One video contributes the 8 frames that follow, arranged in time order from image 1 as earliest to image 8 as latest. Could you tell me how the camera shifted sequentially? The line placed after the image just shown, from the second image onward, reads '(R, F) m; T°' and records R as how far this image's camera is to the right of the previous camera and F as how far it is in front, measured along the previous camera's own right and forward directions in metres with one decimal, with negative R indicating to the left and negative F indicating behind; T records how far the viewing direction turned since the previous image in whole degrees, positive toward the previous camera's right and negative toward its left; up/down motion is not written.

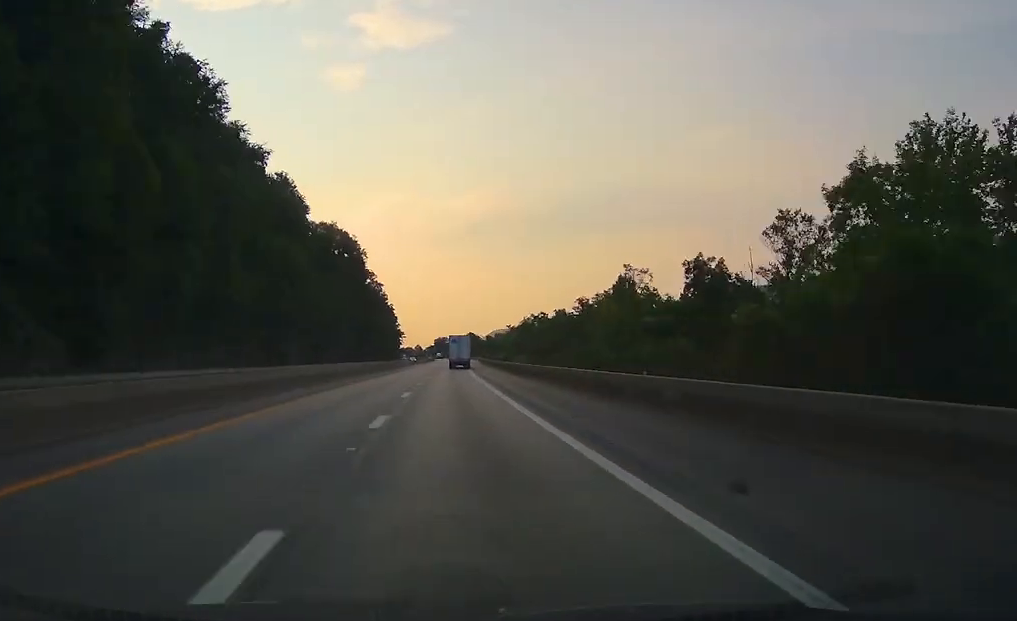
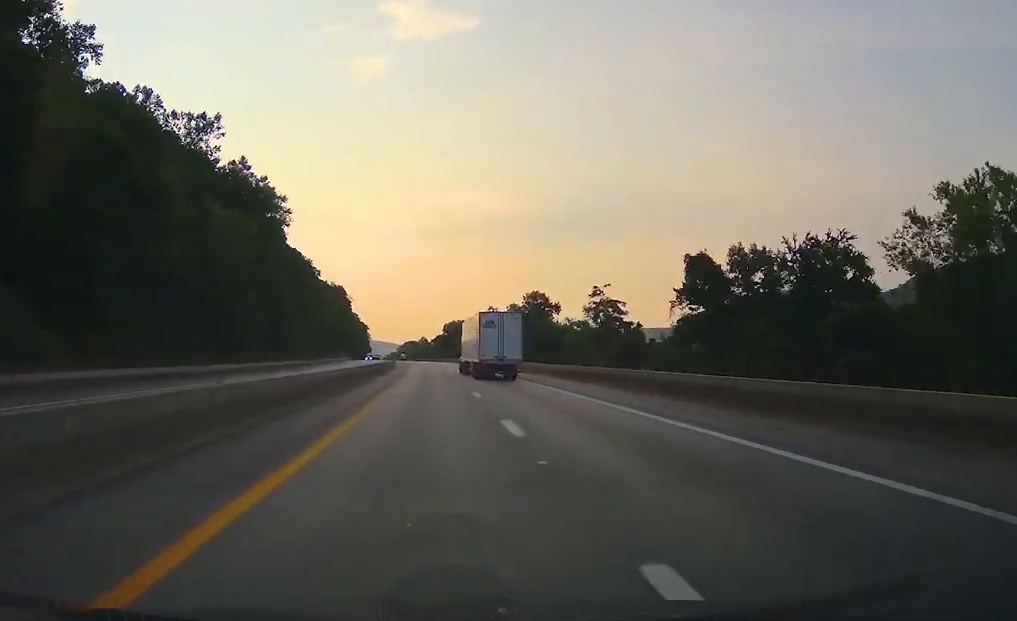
(+1.2, +291.4) m; -3°
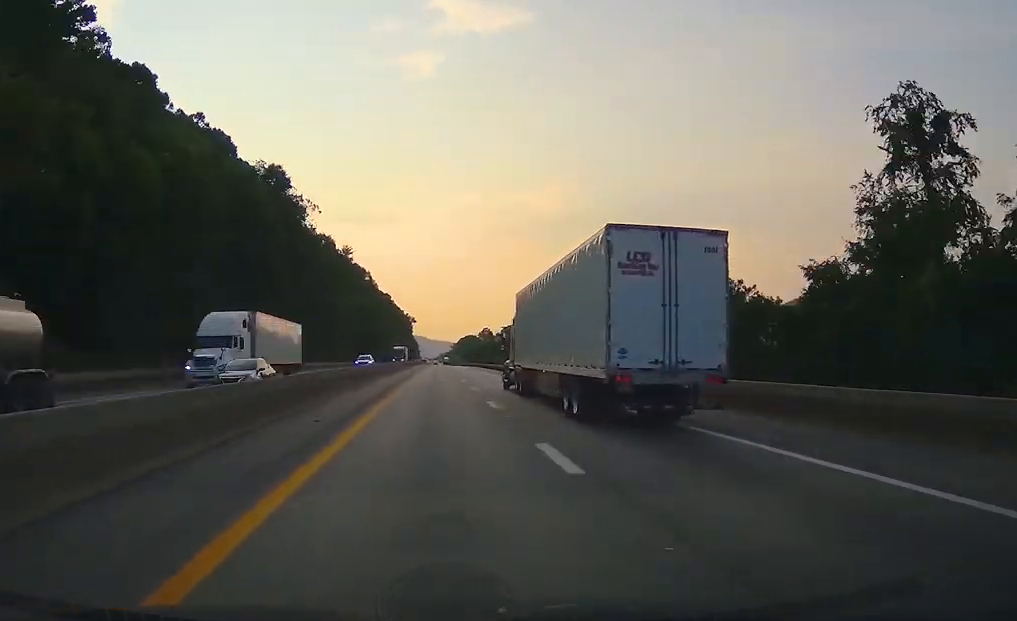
(-6.3, +175.4) m; -3°
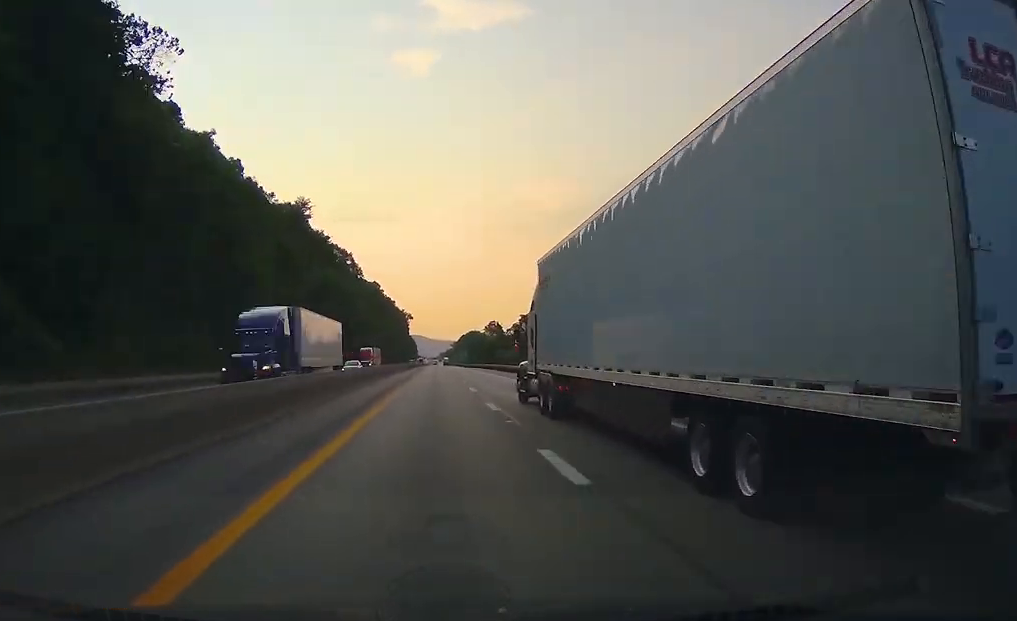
(-0.5, +61.6) m; 0°
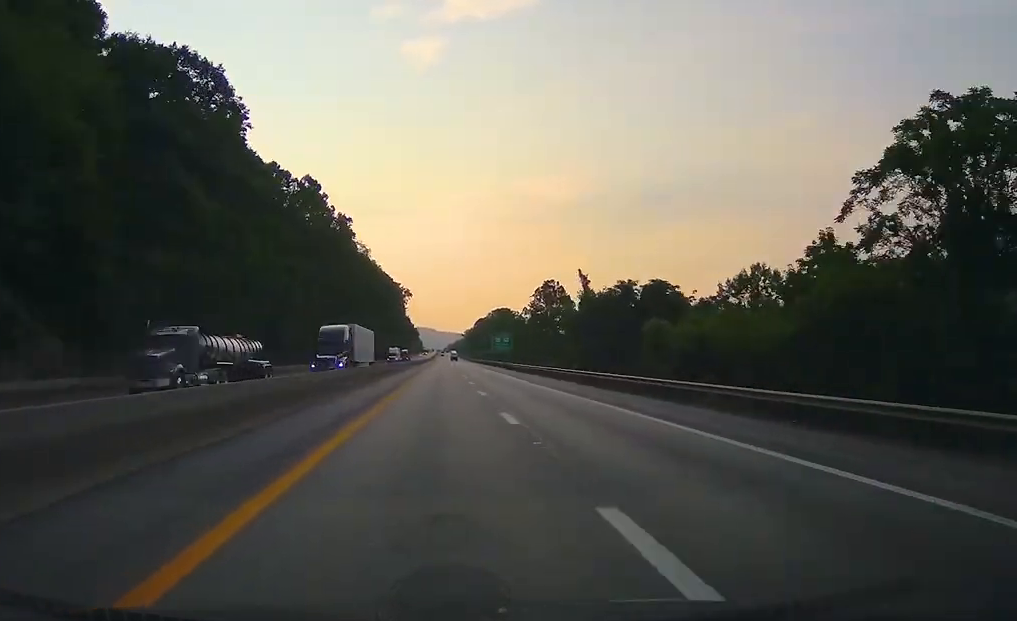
(+0.1, +174.9) m; 0°
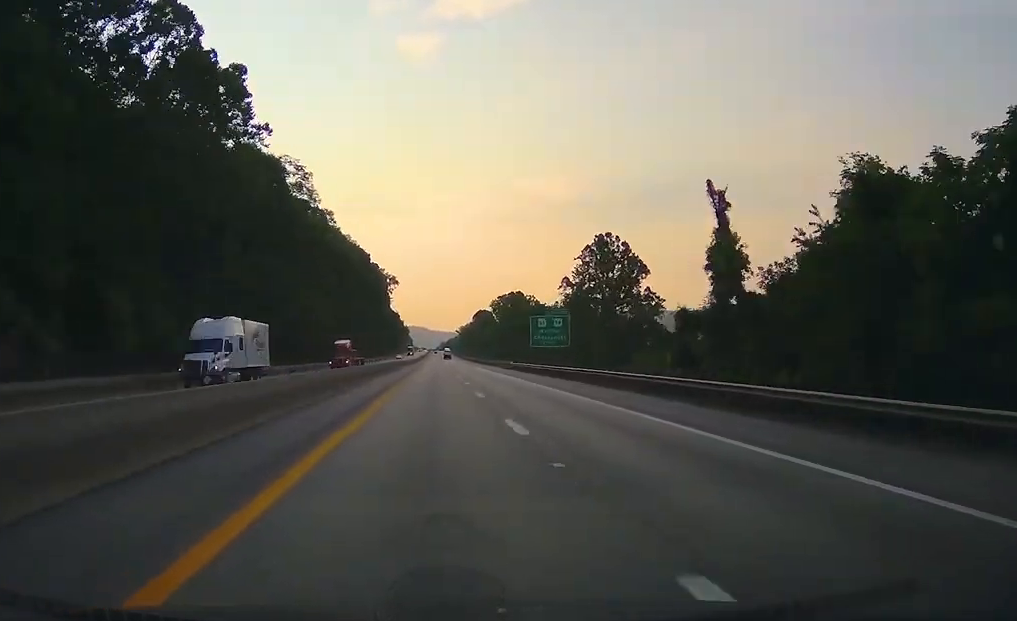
(+0.2, +75.2) m; 0°
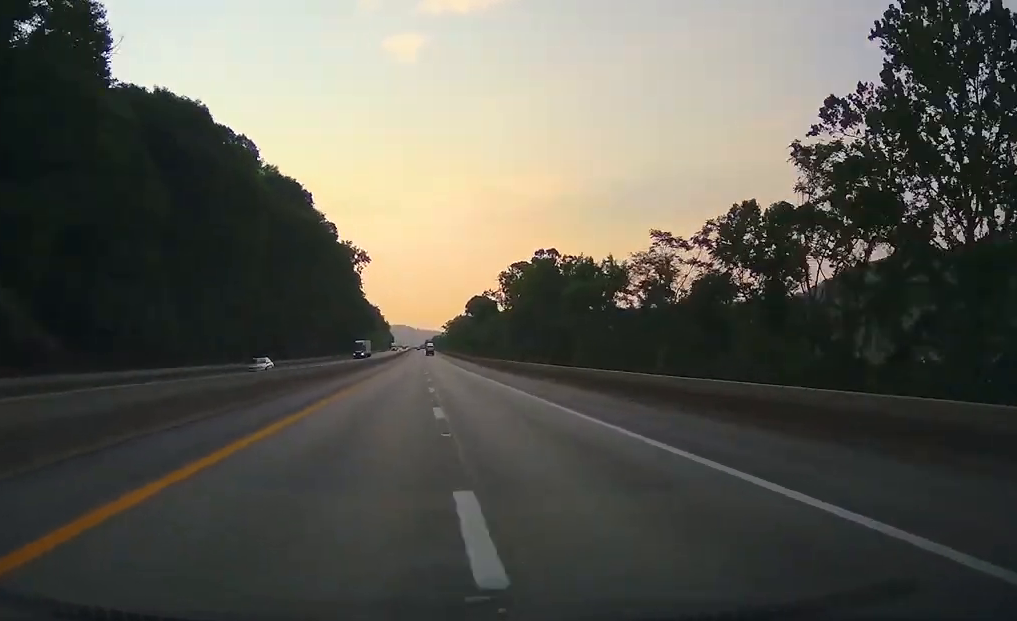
(+0.3, +93.6) m; 0°
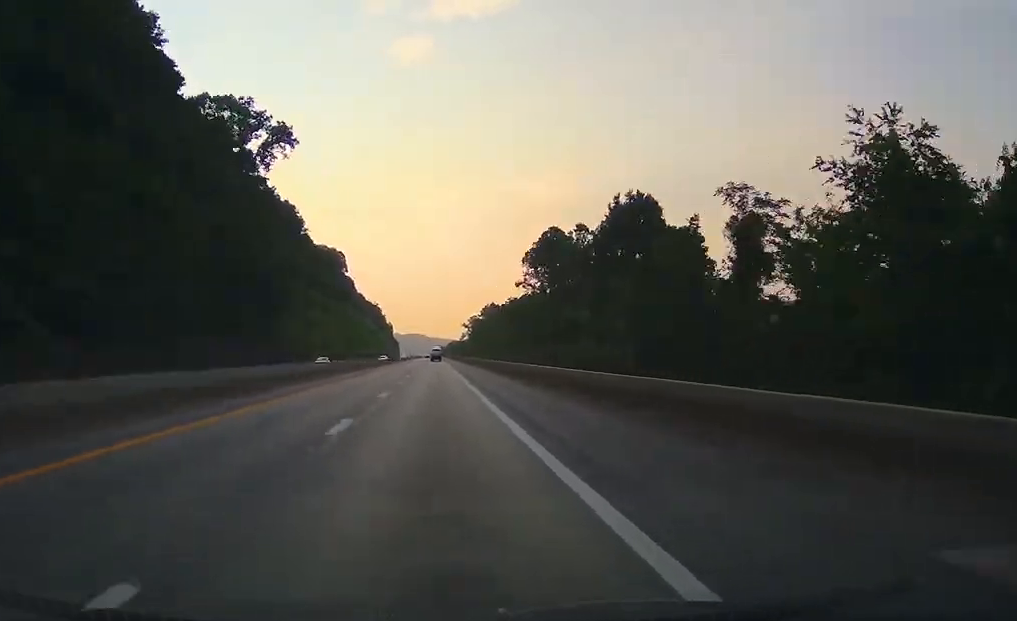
(-0.1, +184.5) m; -1°
